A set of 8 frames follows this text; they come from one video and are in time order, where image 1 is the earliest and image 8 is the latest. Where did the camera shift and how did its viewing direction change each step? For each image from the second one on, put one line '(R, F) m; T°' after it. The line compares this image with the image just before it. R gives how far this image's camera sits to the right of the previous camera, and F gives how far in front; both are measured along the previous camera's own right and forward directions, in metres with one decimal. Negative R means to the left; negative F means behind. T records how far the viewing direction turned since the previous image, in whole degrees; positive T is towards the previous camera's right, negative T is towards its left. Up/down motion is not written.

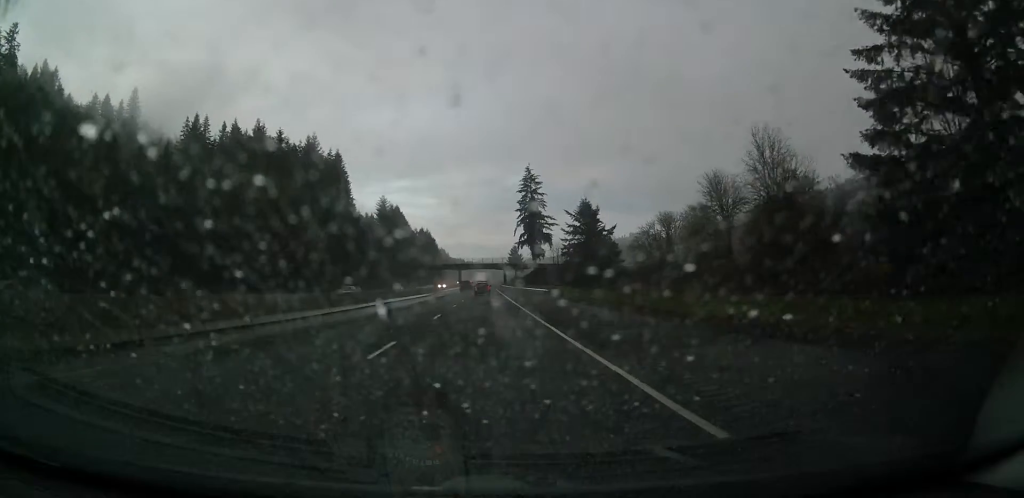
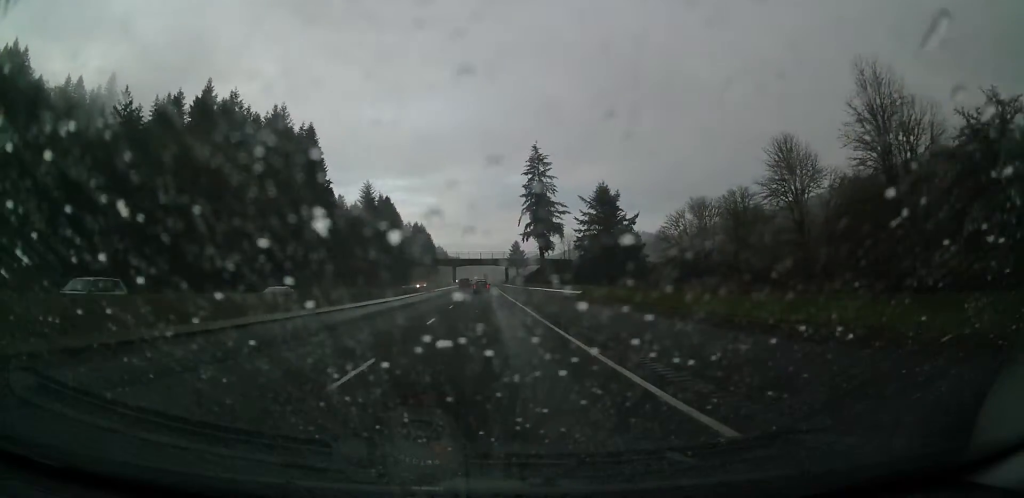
(-0.3, +27.5) m; -1°
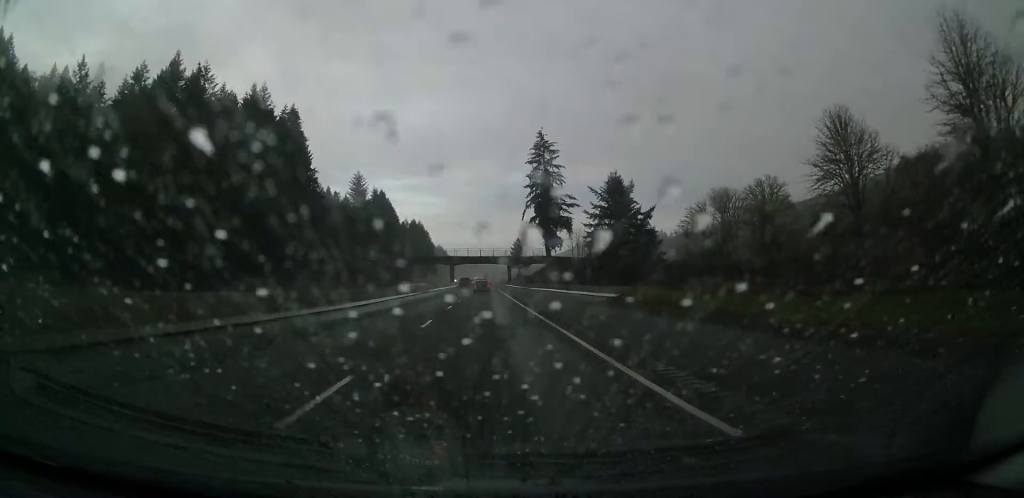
(0.0, +14.3) m; 0°
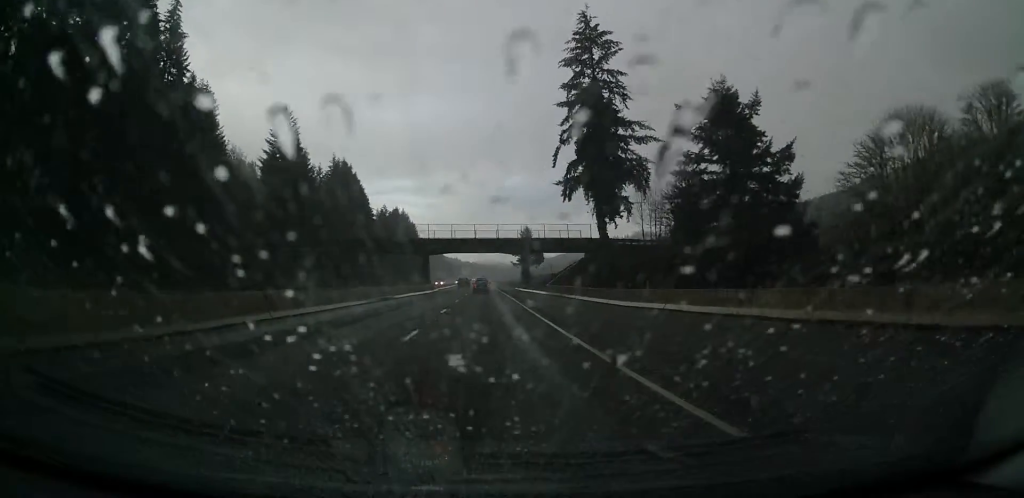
(-0.2, +64.9) m; -1°
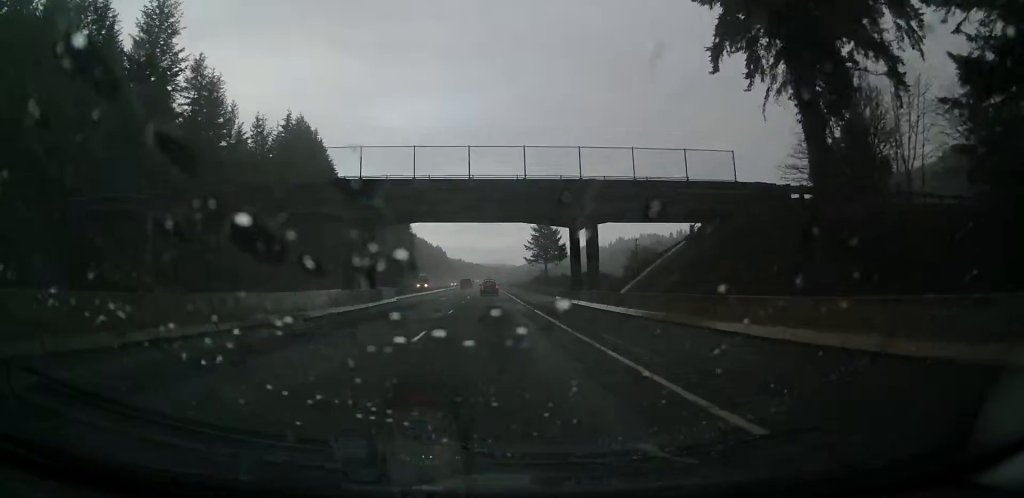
(-0.3, +48.2) m; 0°
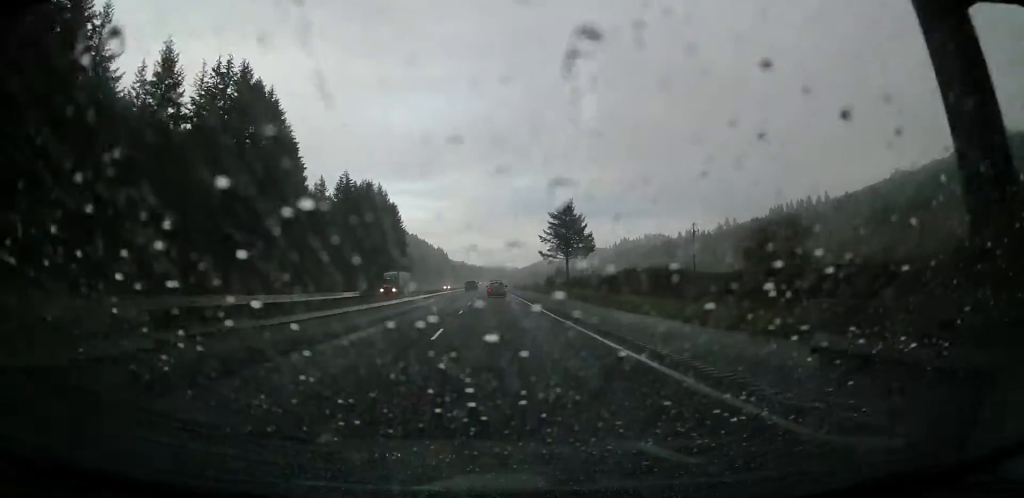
(0.0, +36.0) m; 0°
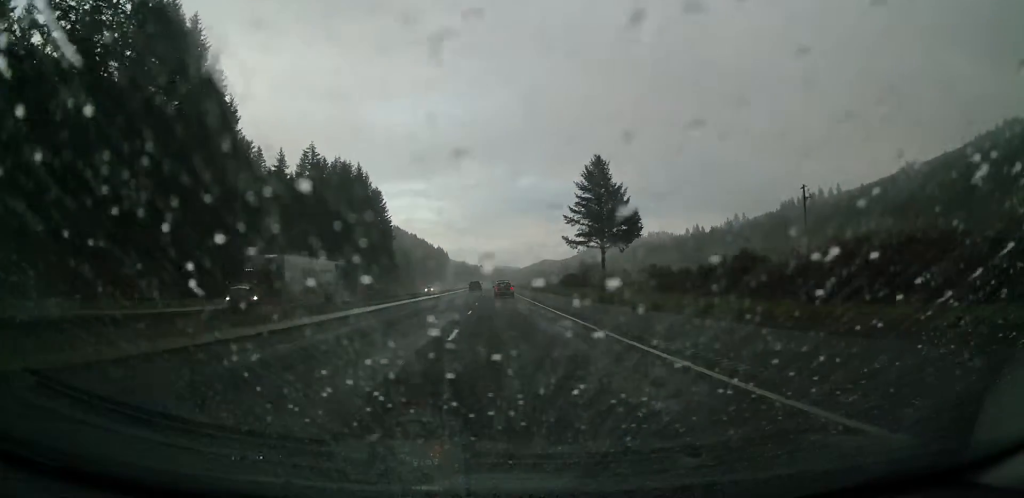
(-0.2, +36.0) m; 0°
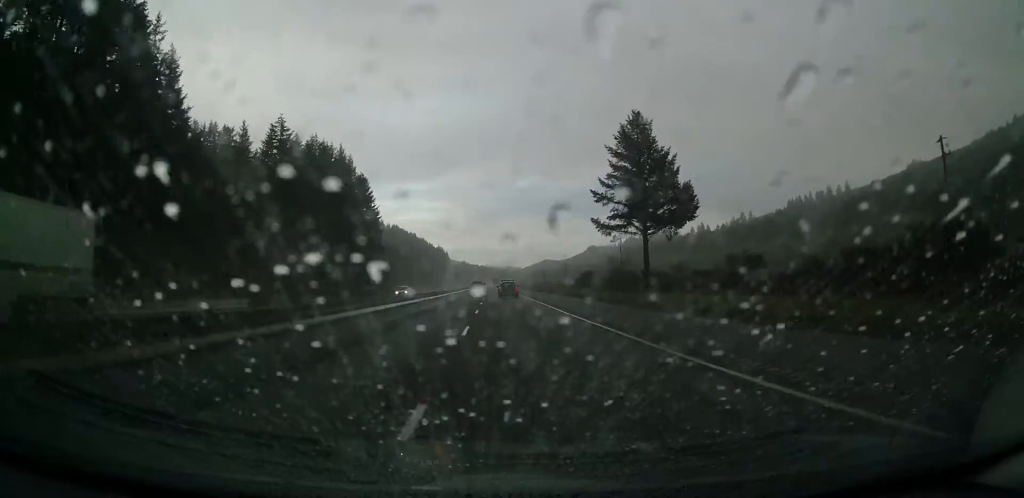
(0.0, +23.1) m; 0°
